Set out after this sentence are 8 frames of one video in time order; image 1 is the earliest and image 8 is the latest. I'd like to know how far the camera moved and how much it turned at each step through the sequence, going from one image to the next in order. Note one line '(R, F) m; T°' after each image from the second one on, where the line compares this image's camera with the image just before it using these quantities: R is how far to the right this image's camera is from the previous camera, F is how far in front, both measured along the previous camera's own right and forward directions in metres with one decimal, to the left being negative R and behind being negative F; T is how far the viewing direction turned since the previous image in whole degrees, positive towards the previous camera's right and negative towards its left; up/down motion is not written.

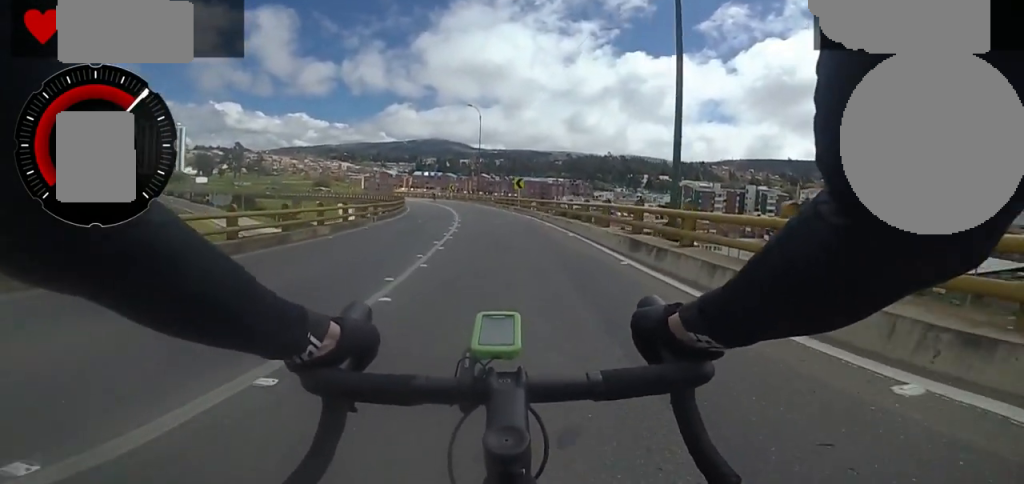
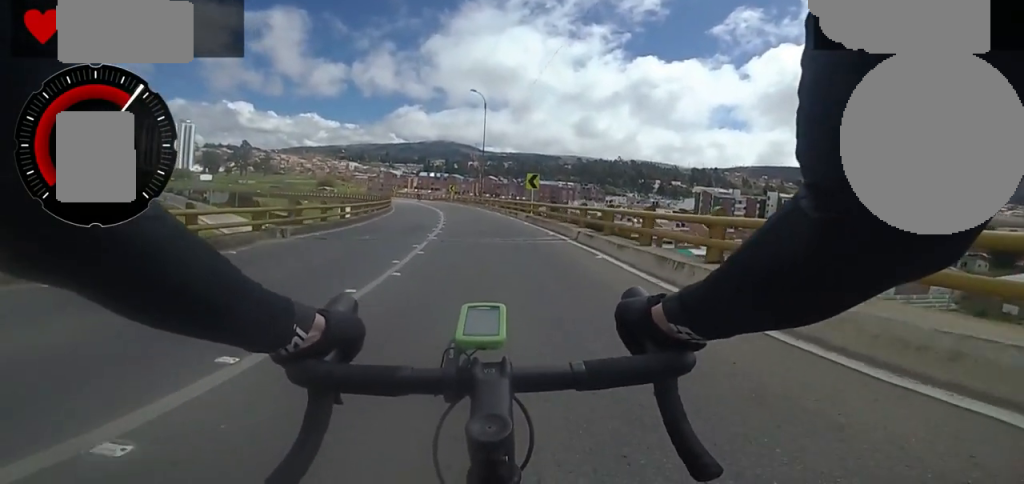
(+0.3, +6.9) m; -5°
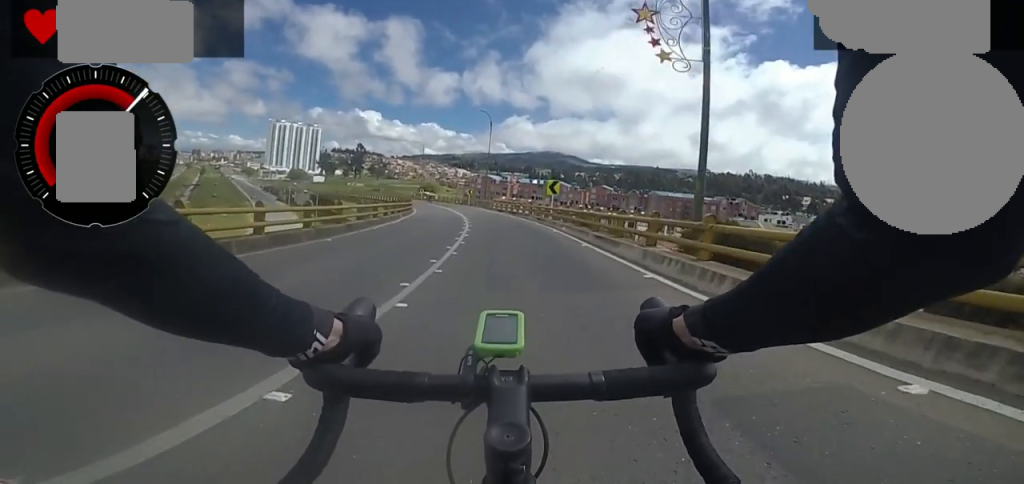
(-4.6, +28.4) m; -15°
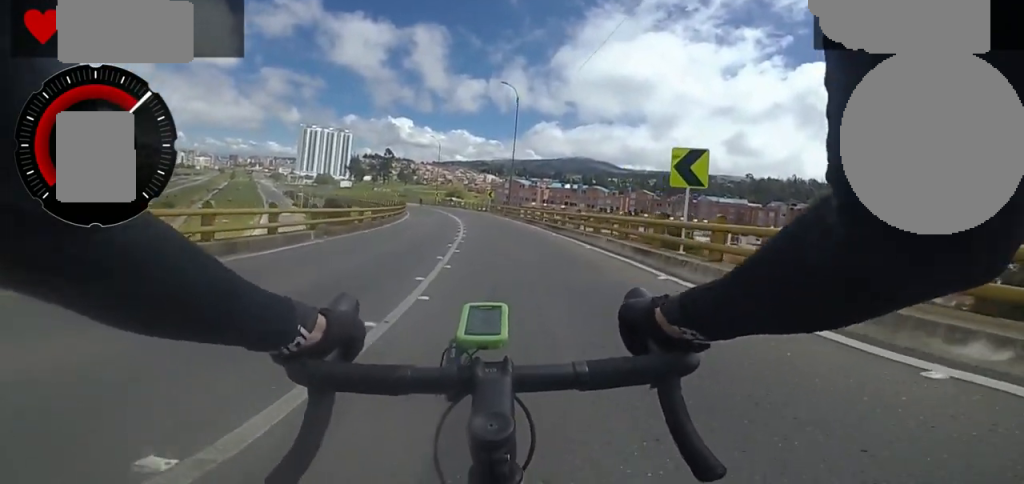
(-0.7, +12.2) m; -5°
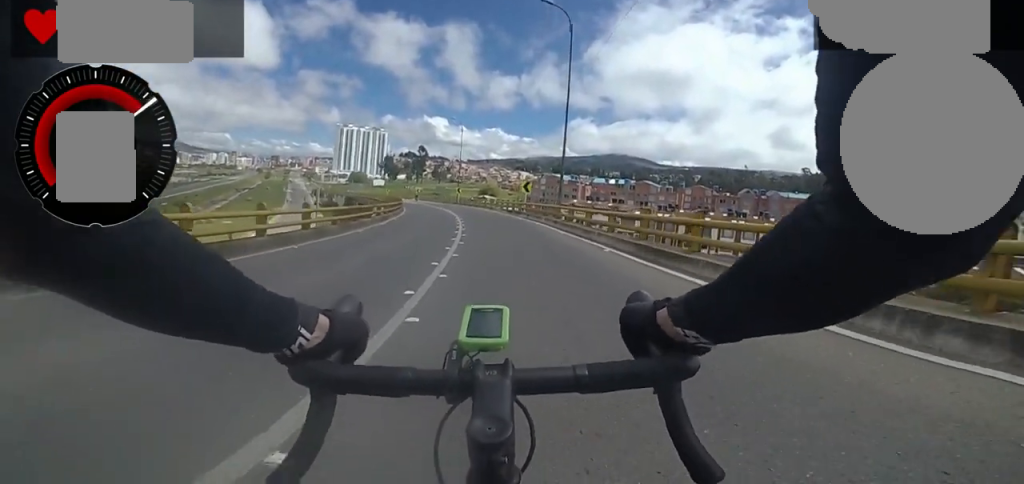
(-0.3, +13.3) m; -4°
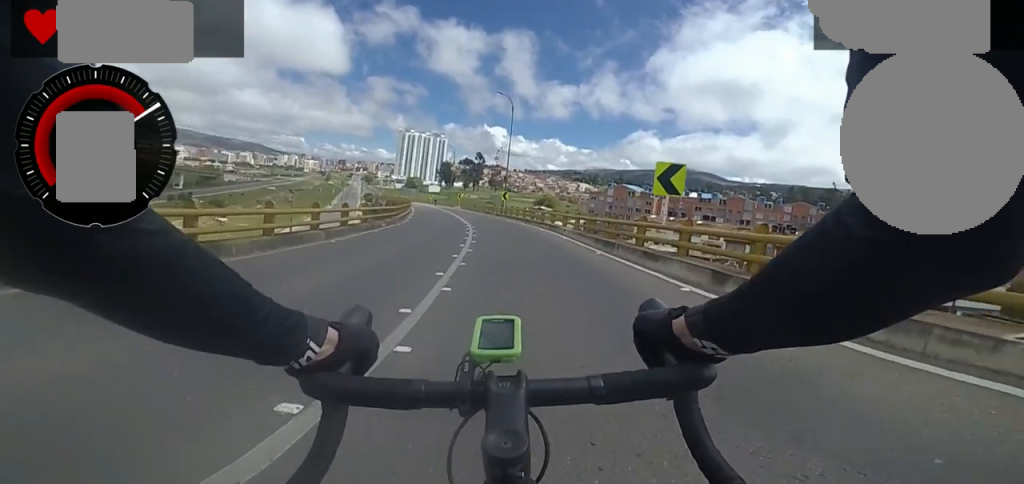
(-0.8, +15.1) m; -6°
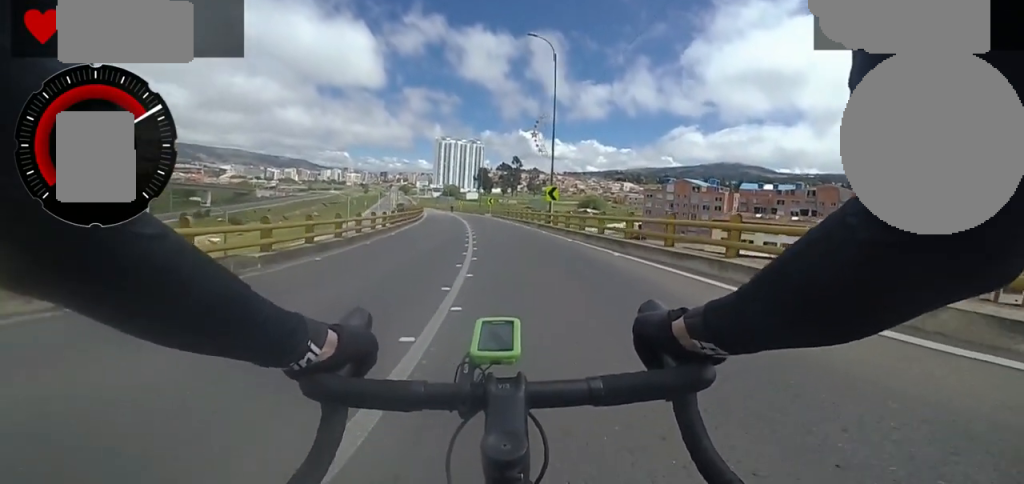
(-0.6, +13.1) m; -5°
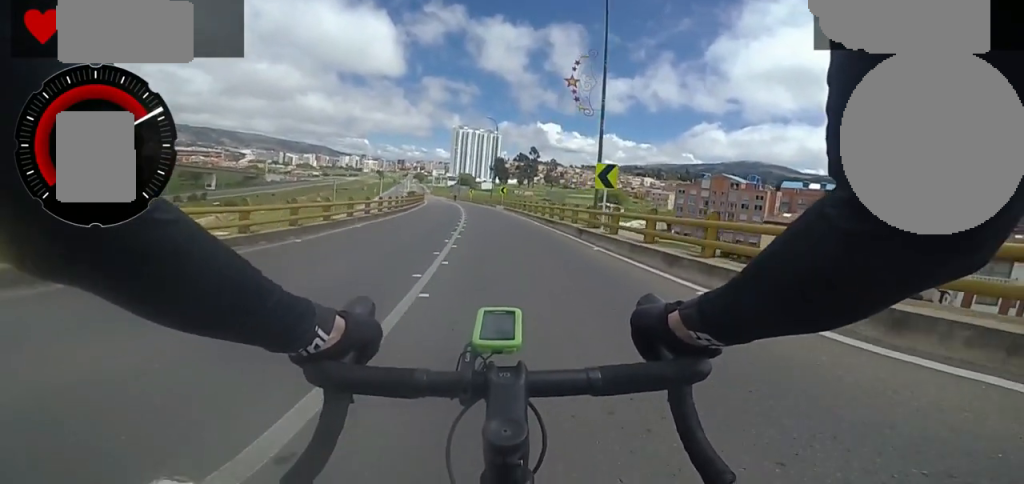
(-0.3, +8.1) m; -3°
